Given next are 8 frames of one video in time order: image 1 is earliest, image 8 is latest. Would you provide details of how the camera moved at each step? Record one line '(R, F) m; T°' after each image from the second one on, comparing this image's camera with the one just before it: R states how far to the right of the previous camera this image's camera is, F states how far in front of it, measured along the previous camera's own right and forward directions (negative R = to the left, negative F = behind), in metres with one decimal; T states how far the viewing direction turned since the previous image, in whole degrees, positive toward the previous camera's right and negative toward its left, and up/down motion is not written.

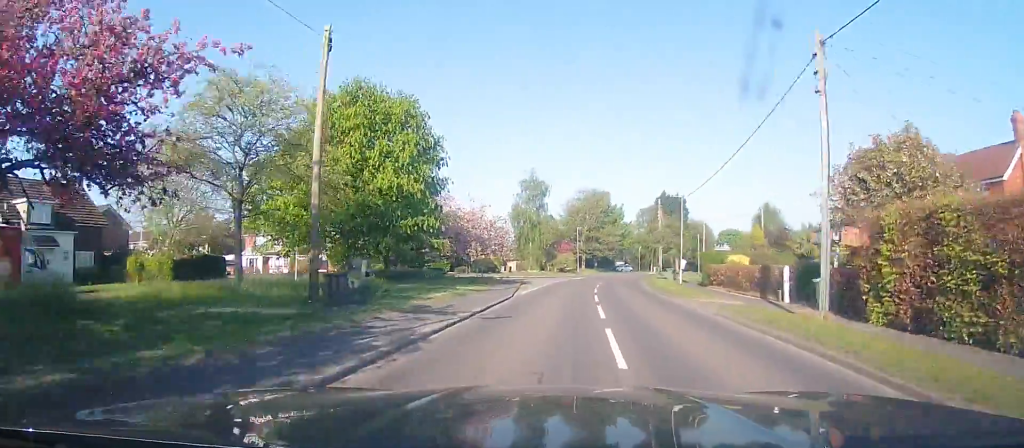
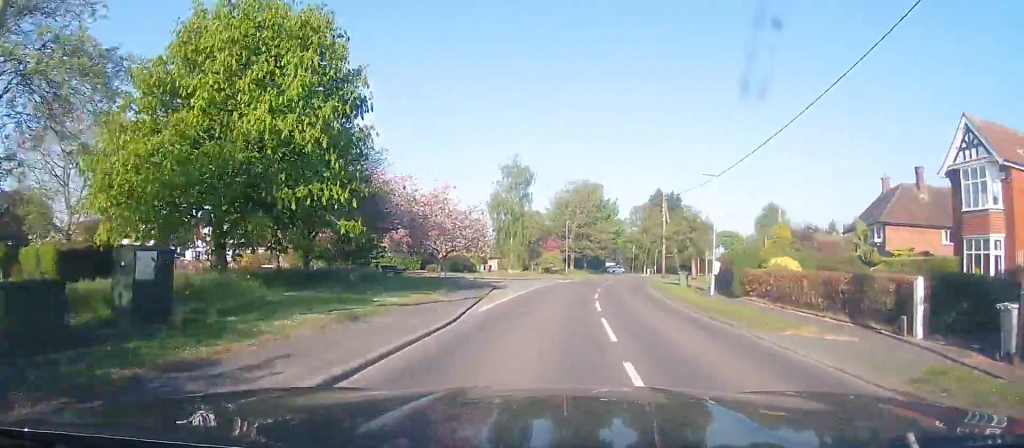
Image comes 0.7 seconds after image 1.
(+0.1, +9.3) m; +1°
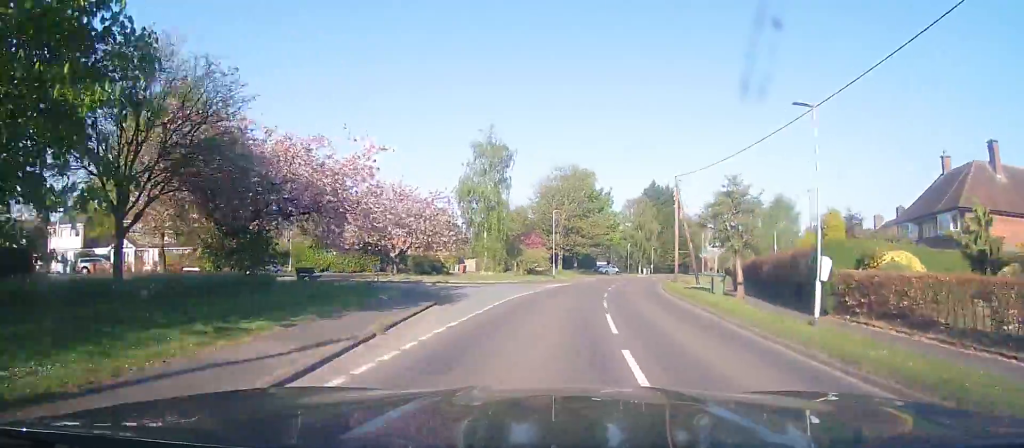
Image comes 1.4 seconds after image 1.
(+0.3, +10.9) m; 0°
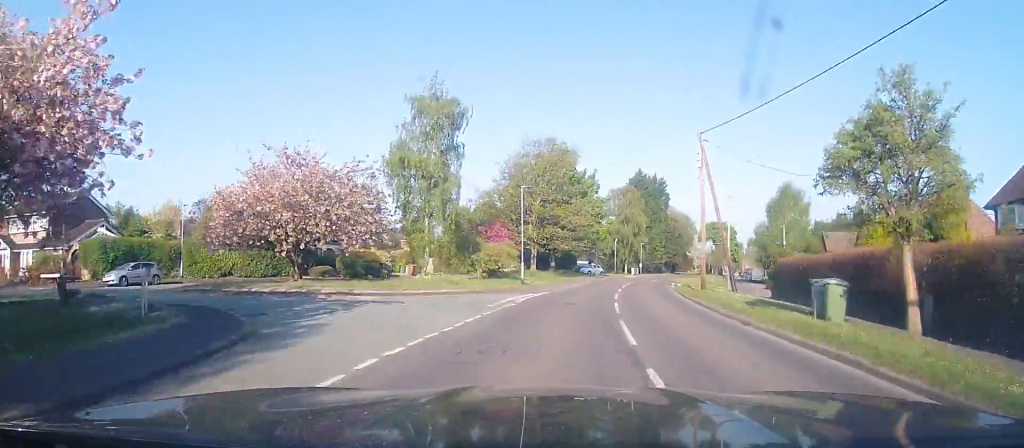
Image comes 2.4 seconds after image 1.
(-0.4, +13.7) m; +2°
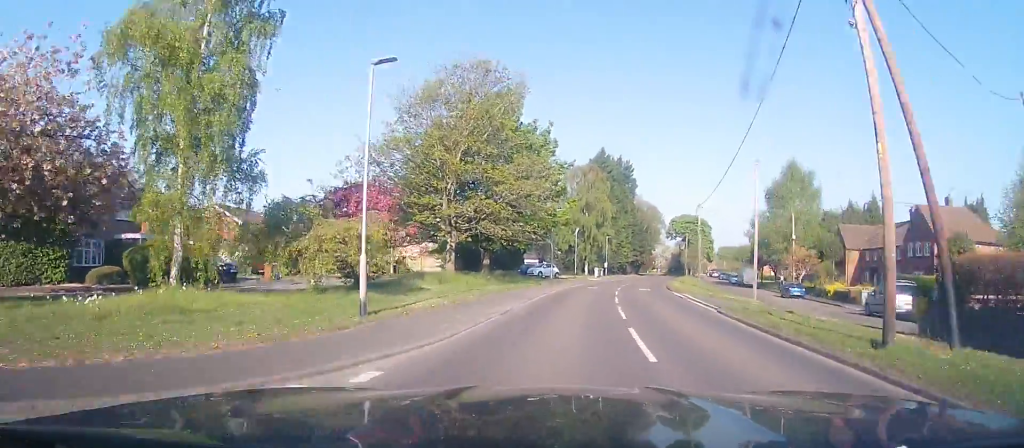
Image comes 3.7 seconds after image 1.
(+0.9, +20.4) m; +2°
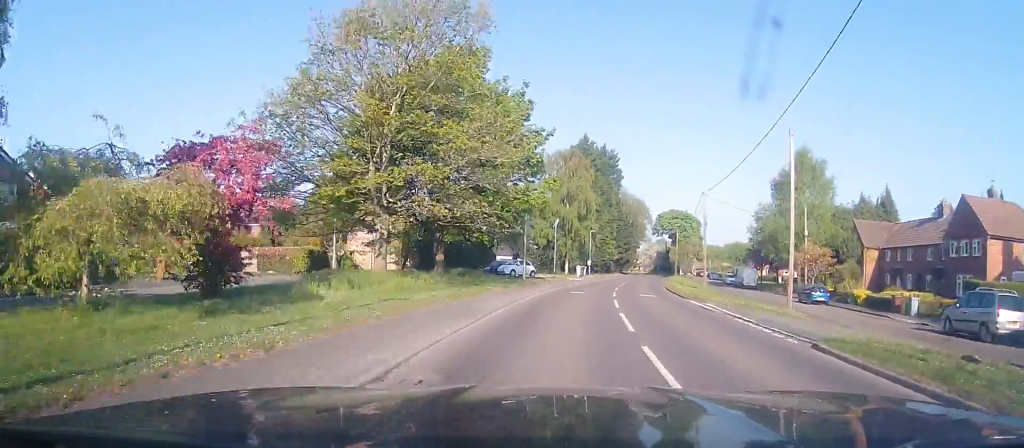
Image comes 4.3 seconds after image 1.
(-0.3, +9.3) m; 0°
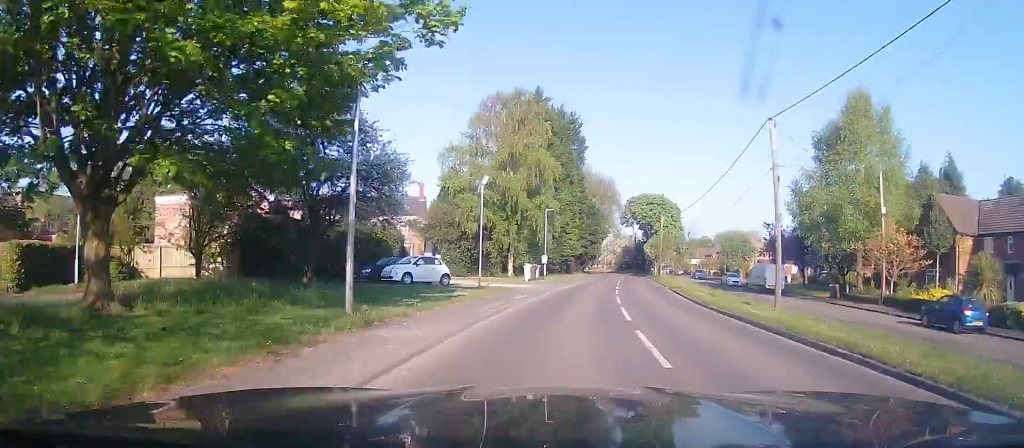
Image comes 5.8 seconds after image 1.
(+1.7, +23.2) m; +9°
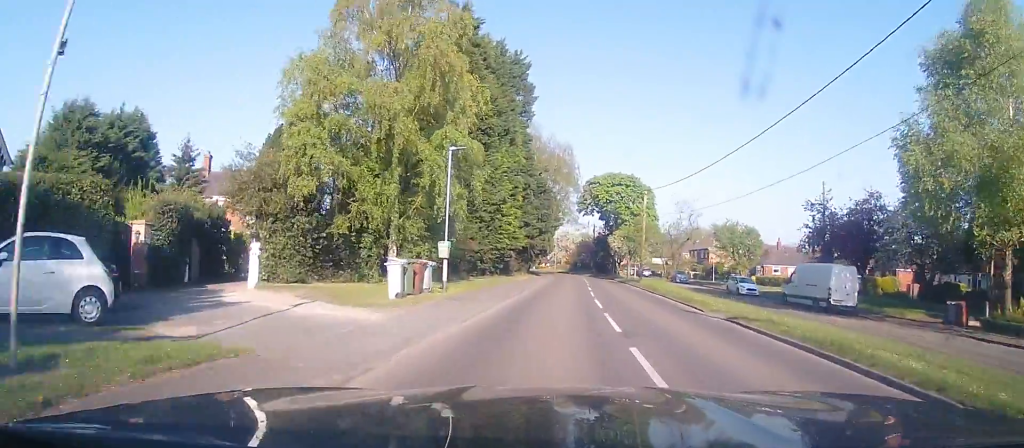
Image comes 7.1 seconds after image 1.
(+1.4, +21.3) m; +7°
